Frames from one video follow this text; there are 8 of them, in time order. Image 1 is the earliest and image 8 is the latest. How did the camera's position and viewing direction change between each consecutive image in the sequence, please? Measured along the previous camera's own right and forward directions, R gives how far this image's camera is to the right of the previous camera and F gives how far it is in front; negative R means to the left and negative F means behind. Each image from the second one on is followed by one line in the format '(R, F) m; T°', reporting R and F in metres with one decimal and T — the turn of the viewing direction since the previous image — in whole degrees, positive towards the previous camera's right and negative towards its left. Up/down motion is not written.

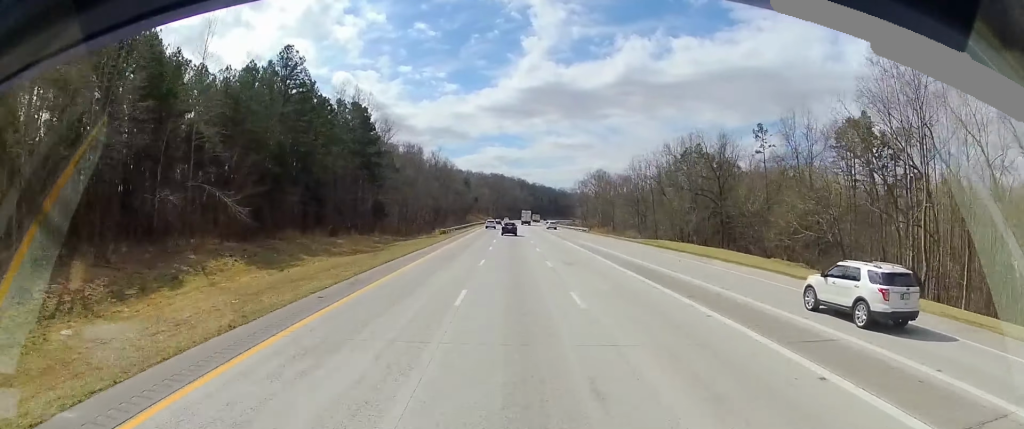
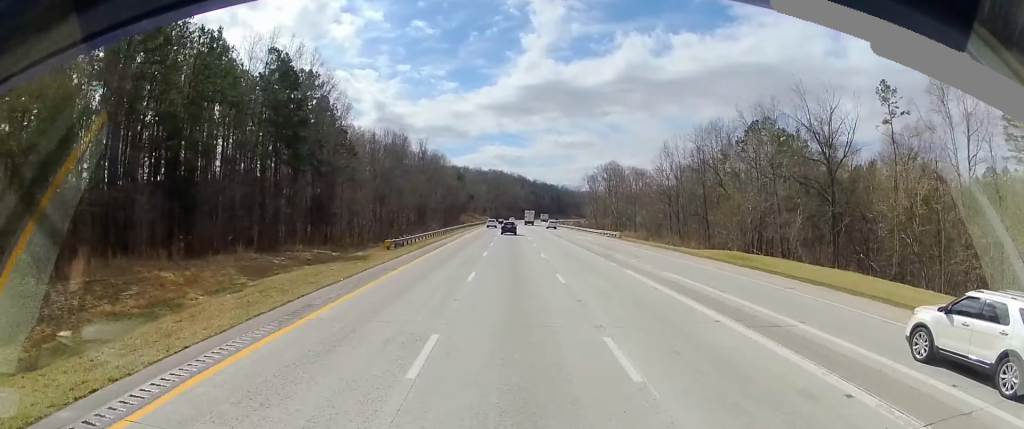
(0.0, +31.2) m; +1°
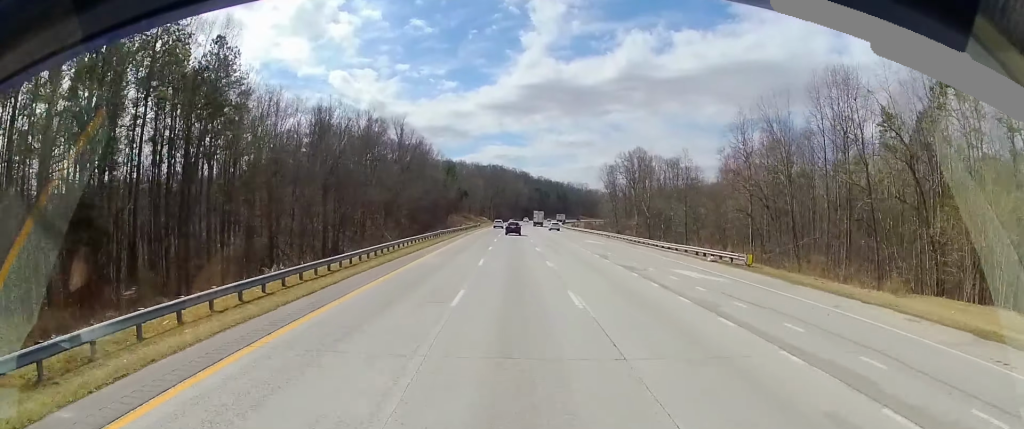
(+1.0, +41.6) m; +2°
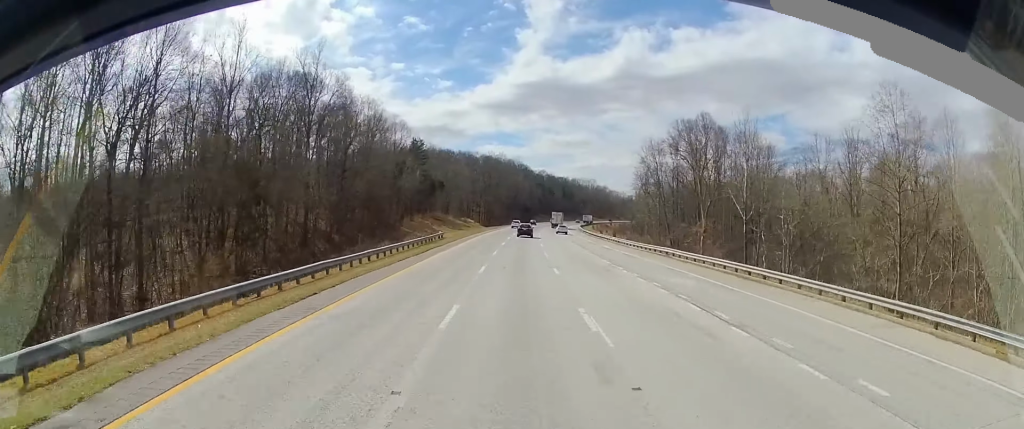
(+0.4, +62.9) m; 0°
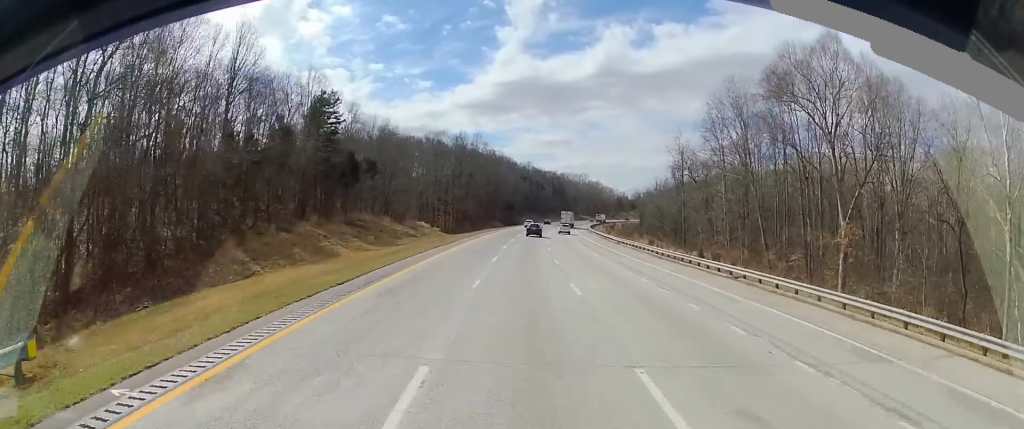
(0.0, +54.8) m; 0°
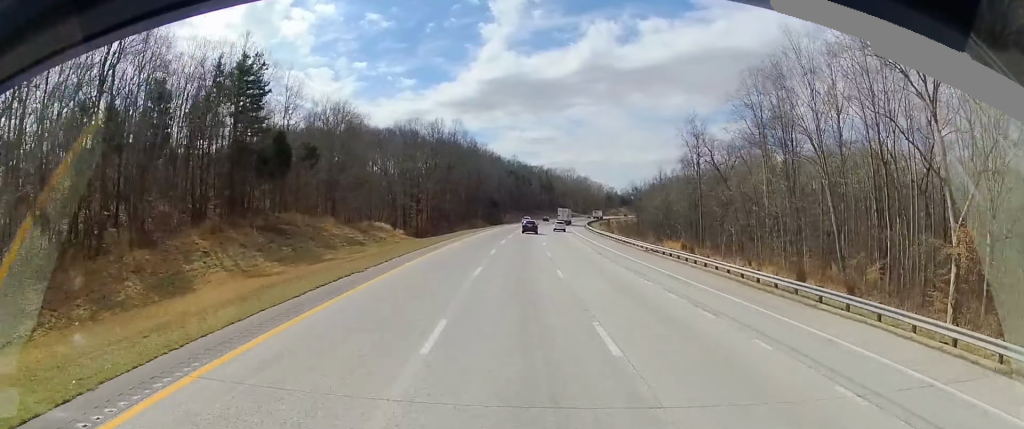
(0.0, +21.6) m; +1°
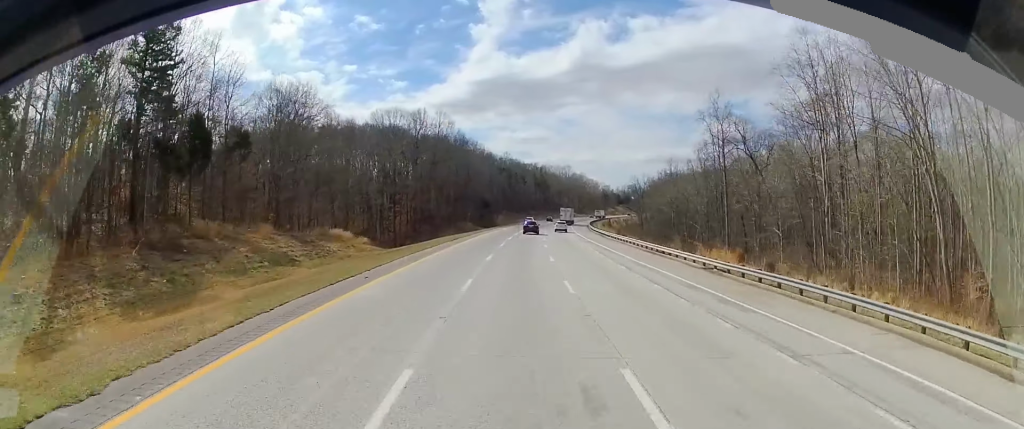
(-0.1, +16.2) m; +2°
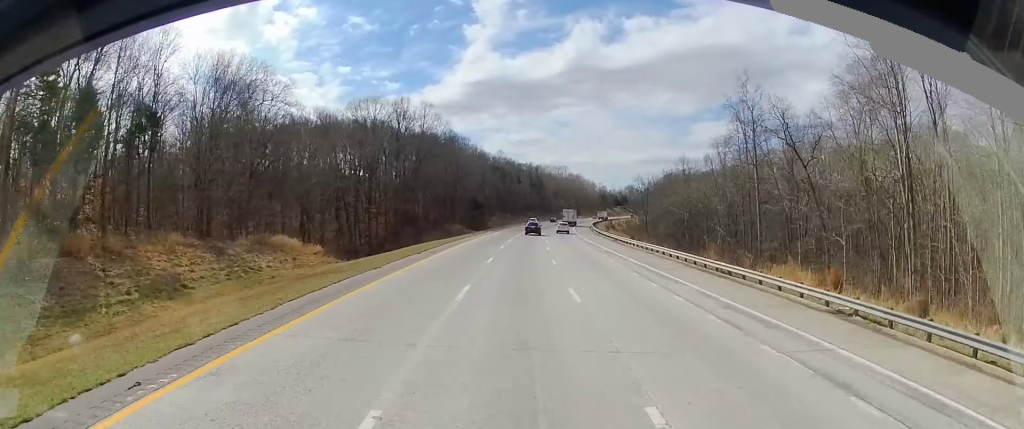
(-0.2, +14.0) m; +1°
